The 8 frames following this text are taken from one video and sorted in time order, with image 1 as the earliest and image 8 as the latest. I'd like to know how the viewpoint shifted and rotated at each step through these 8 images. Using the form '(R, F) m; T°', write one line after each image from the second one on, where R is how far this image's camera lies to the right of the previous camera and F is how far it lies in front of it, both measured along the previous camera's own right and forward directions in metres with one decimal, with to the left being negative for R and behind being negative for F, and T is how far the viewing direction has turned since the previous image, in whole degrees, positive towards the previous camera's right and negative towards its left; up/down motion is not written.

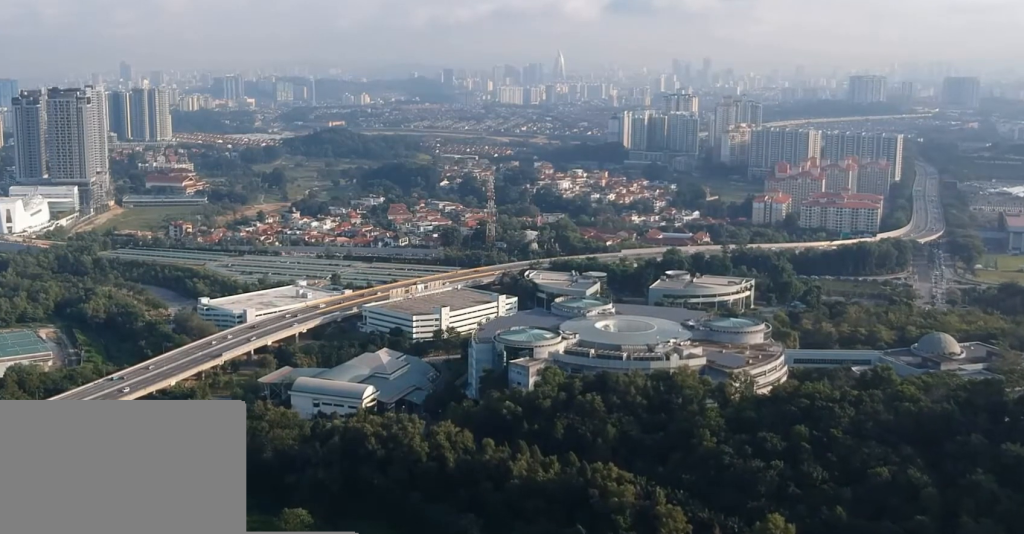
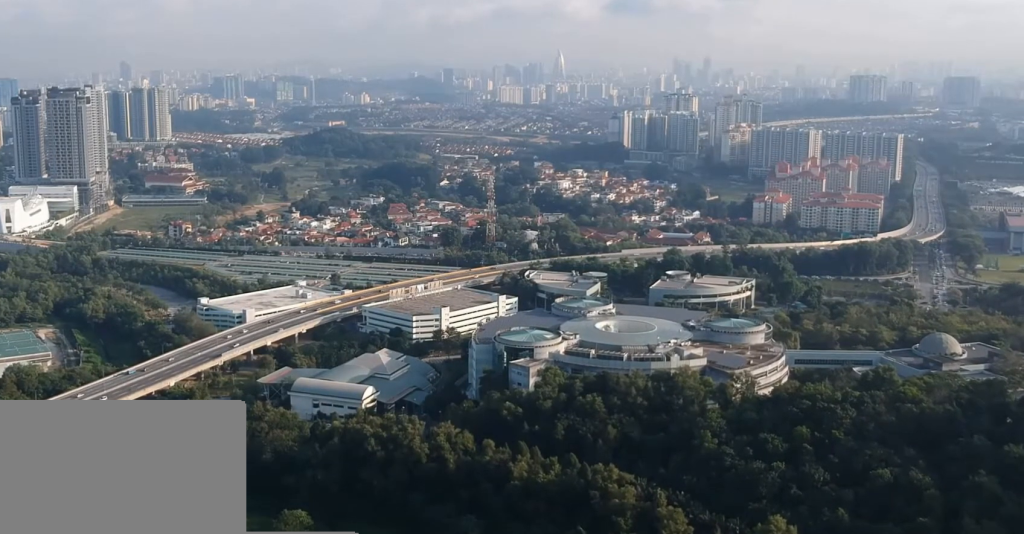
(0.0, +1.5) m; 0°
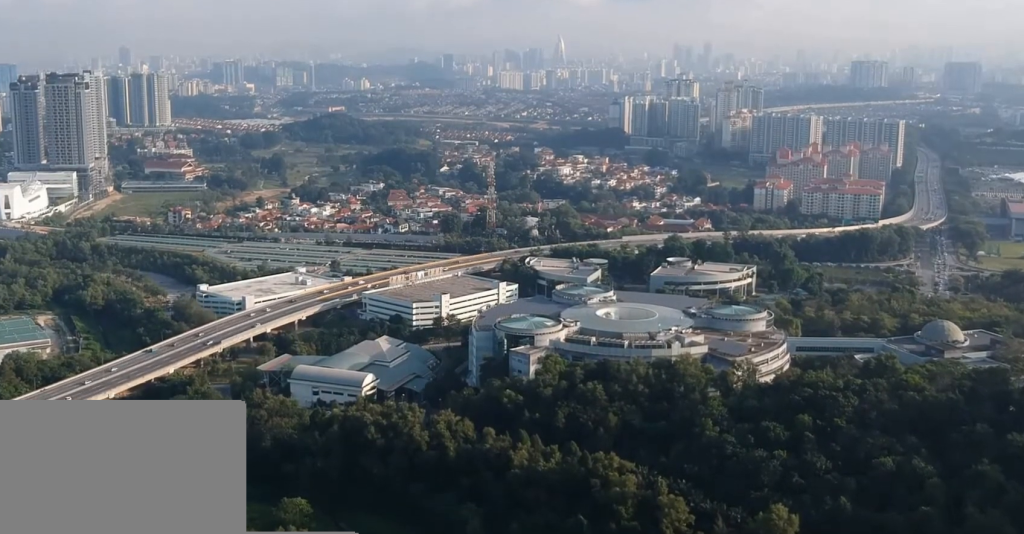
(0.0, +2.3) m; 0°
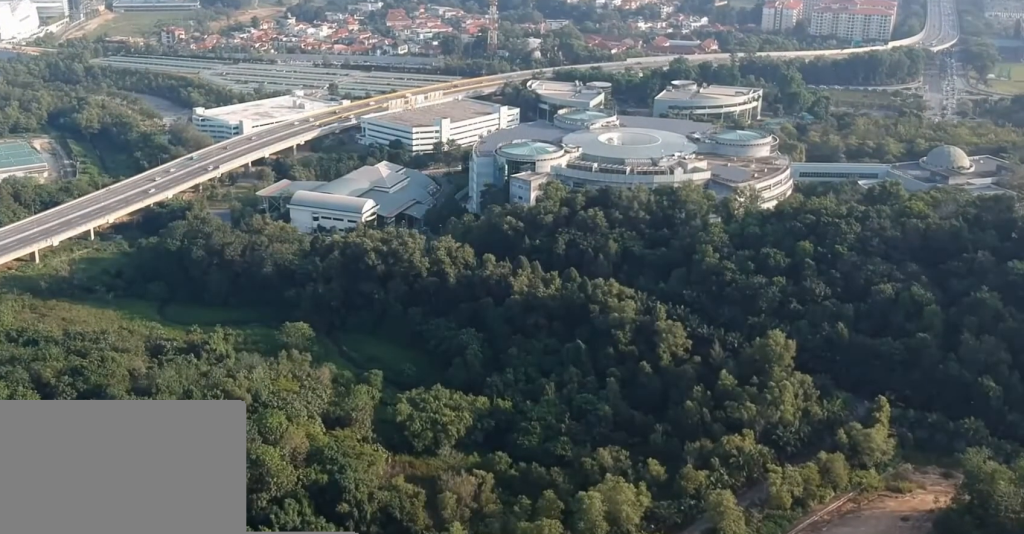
(0.0, +4.4) m; +1°
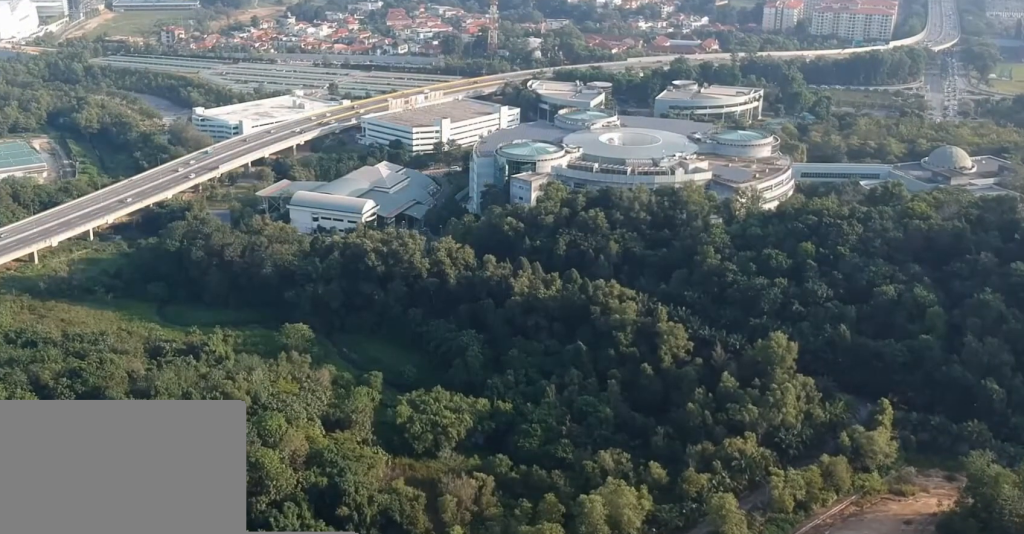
(0.0, +1.7) m; 0°
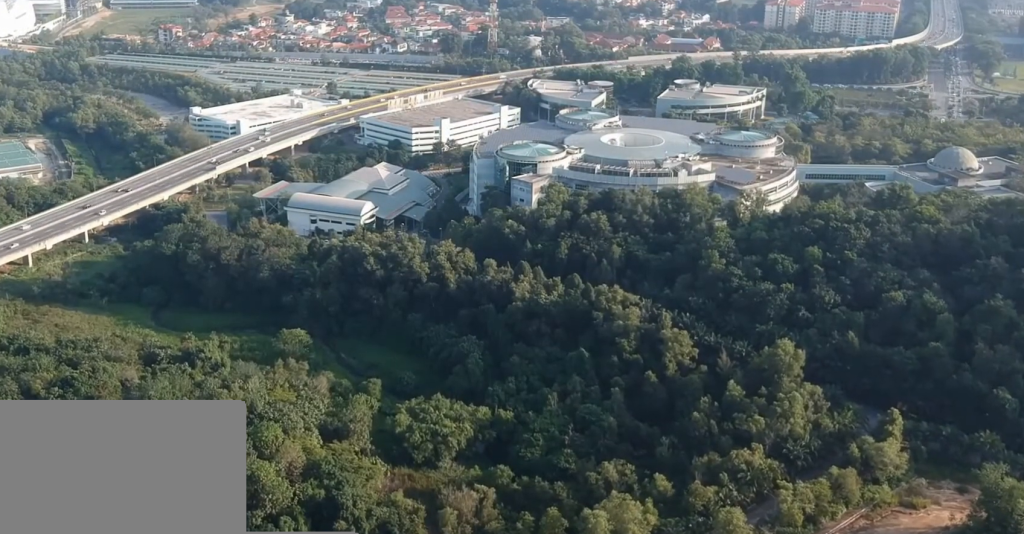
(0.0, +6.9) m; 0°
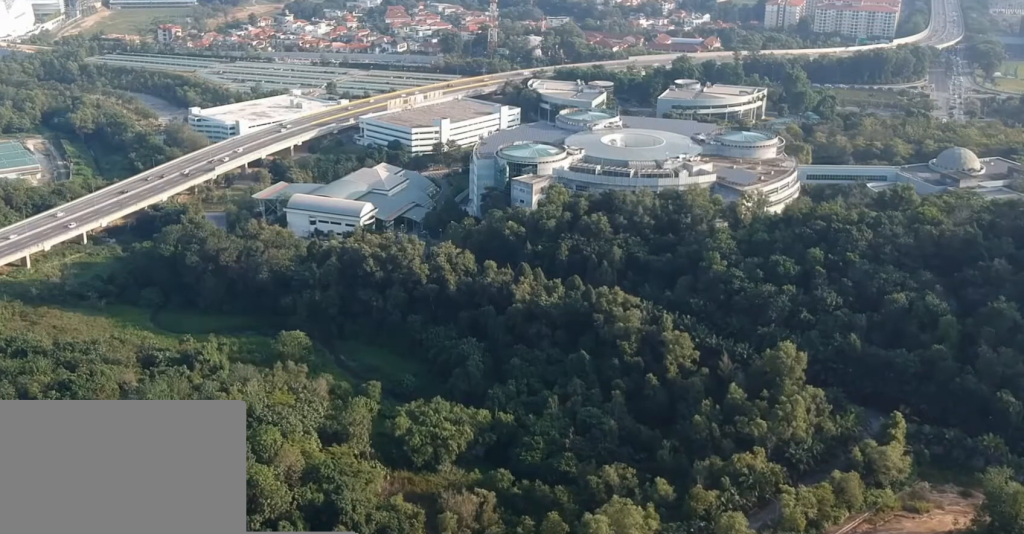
(0.0, +2.0) m; -1°
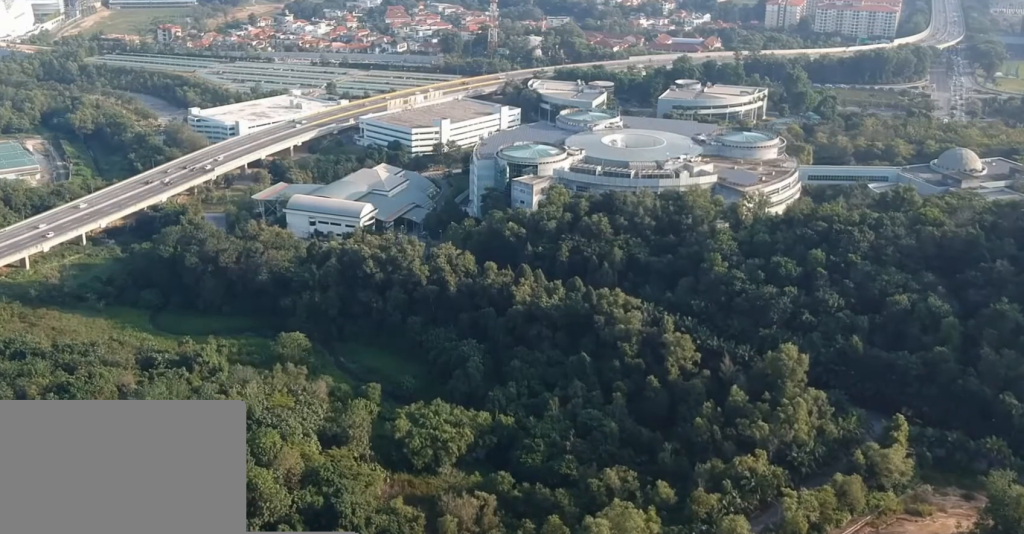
(0.0, +1.5) m; -1°
